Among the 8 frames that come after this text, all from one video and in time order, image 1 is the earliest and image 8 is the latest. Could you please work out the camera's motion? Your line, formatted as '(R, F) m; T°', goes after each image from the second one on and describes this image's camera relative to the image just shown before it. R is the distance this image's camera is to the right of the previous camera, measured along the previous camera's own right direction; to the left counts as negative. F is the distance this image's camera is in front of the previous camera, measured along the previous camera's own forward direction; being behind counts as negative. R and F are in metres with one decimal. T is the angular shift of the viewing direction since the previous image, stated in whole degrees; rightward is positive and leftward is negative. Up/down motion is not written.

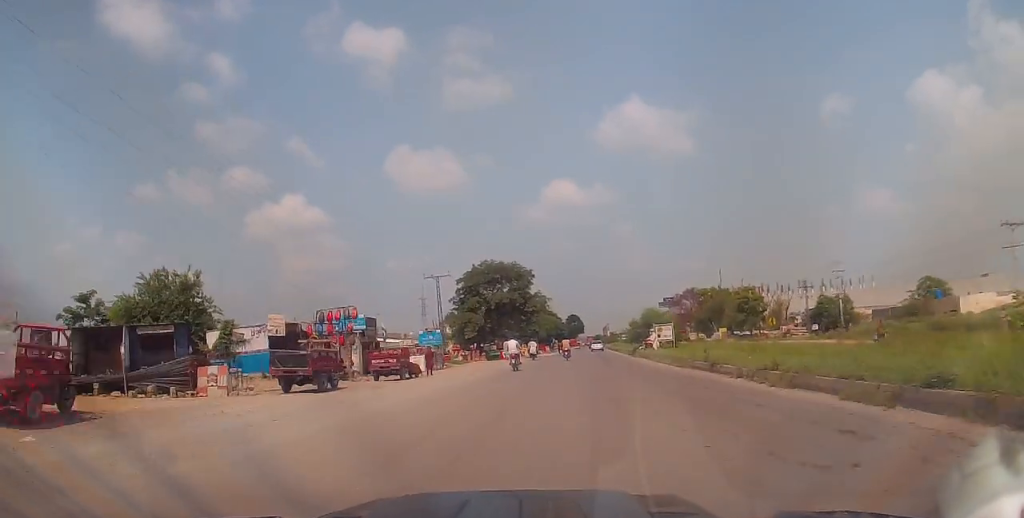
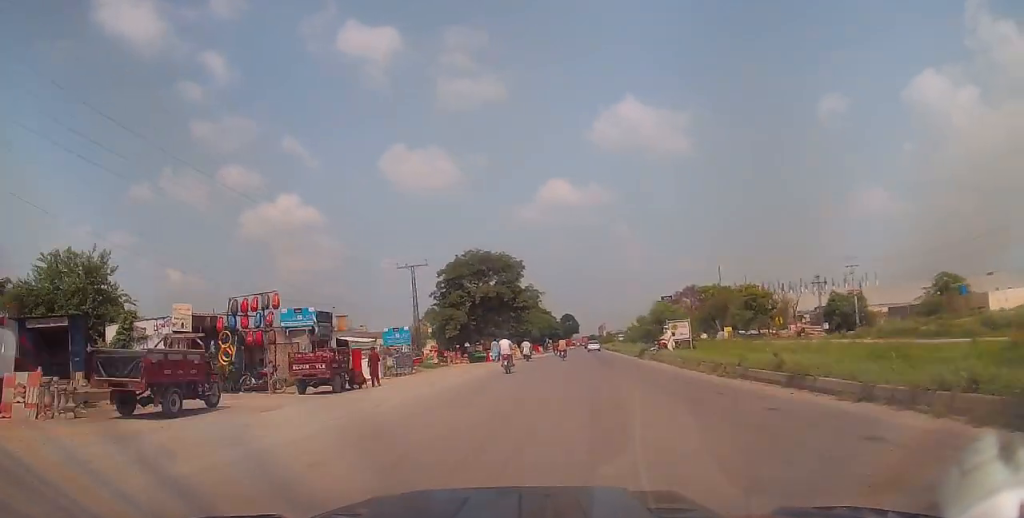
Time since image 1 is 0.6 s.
(+0.3, +7.5) m; 0°
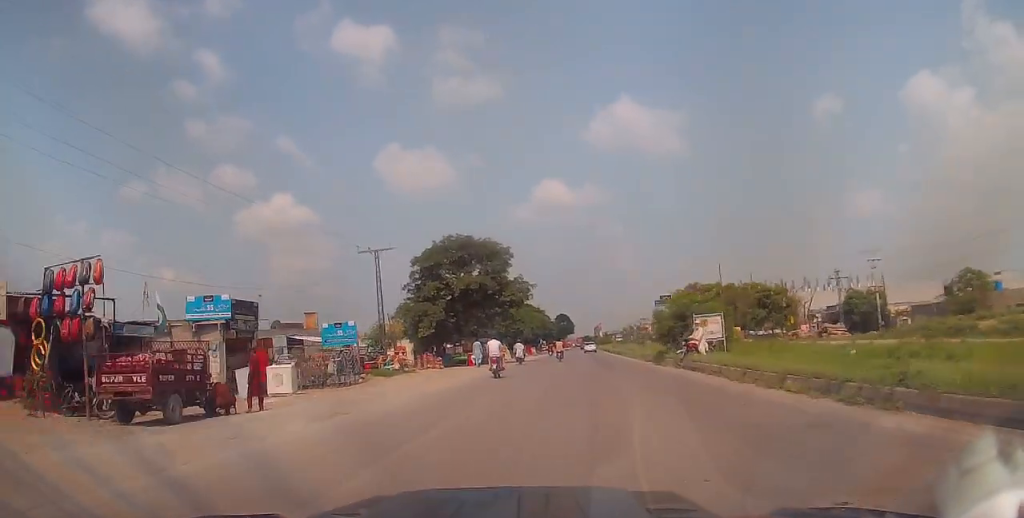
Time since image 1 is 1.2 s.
(-0.3, +8.7) m; -1°
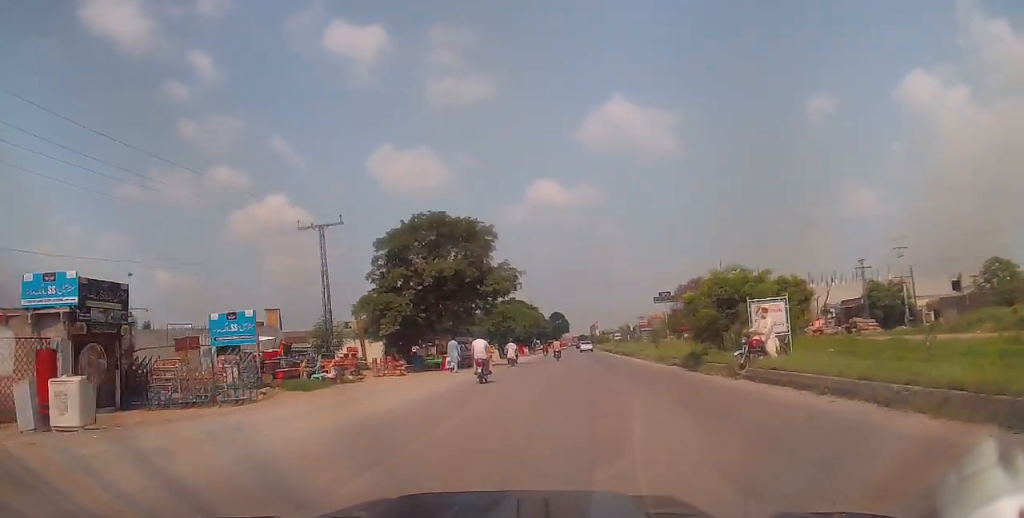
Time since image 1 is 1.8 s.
(0.0, +8.8) m; 0°
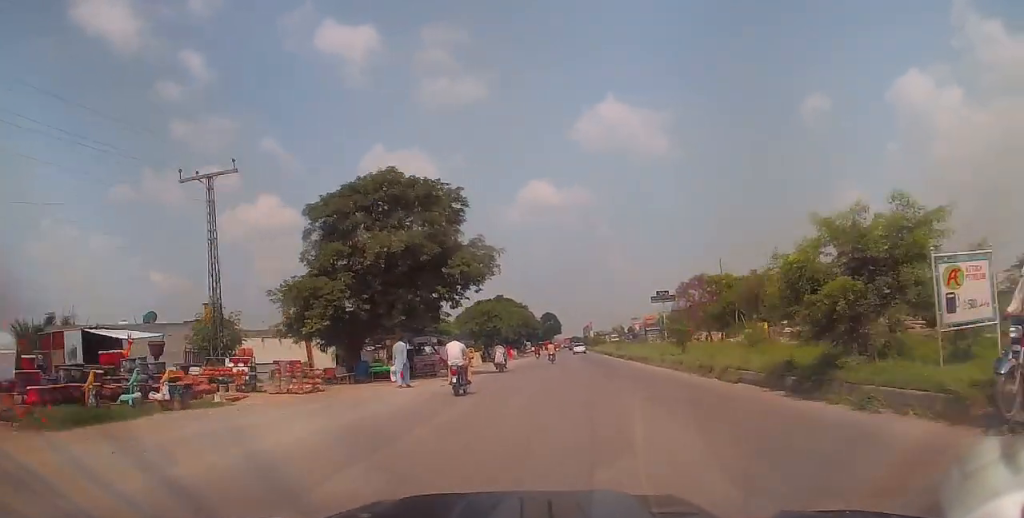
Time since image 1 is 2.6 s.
(+0.1, +10.4) m; +1°
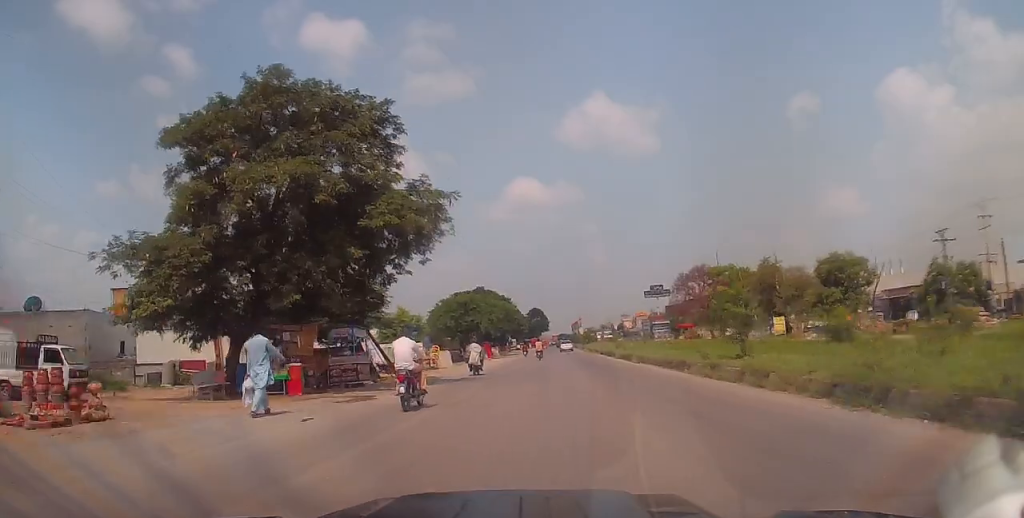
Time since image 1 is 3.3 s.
(+0.2, +11.2) m; +1°
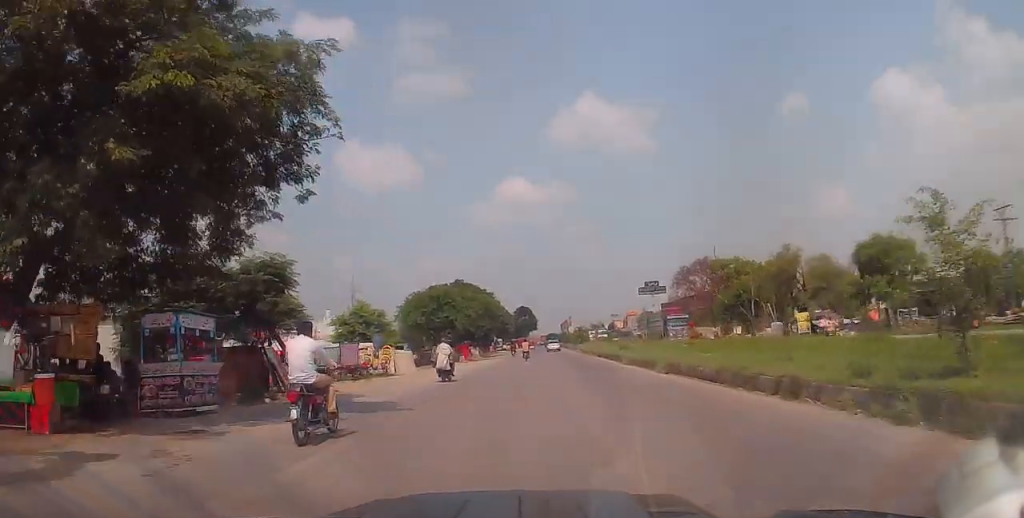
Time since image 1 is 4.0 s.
(0.0, +10.5) m; +1°
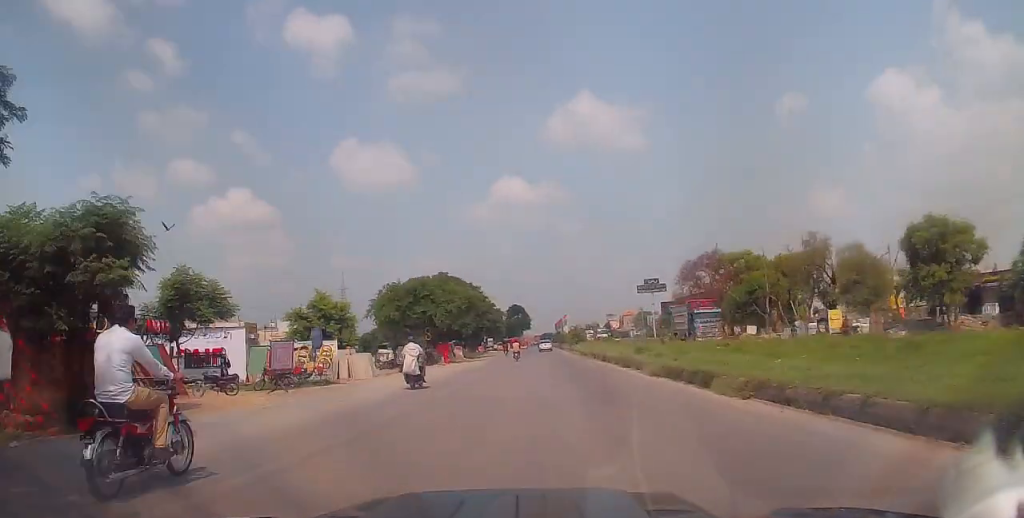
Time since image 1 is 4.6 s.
(0.0, +8.6) m; 0°
